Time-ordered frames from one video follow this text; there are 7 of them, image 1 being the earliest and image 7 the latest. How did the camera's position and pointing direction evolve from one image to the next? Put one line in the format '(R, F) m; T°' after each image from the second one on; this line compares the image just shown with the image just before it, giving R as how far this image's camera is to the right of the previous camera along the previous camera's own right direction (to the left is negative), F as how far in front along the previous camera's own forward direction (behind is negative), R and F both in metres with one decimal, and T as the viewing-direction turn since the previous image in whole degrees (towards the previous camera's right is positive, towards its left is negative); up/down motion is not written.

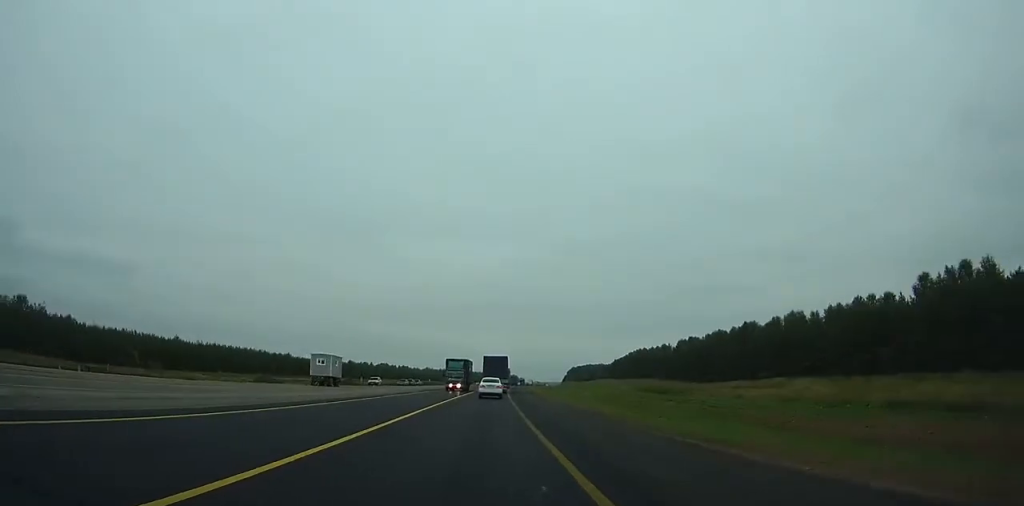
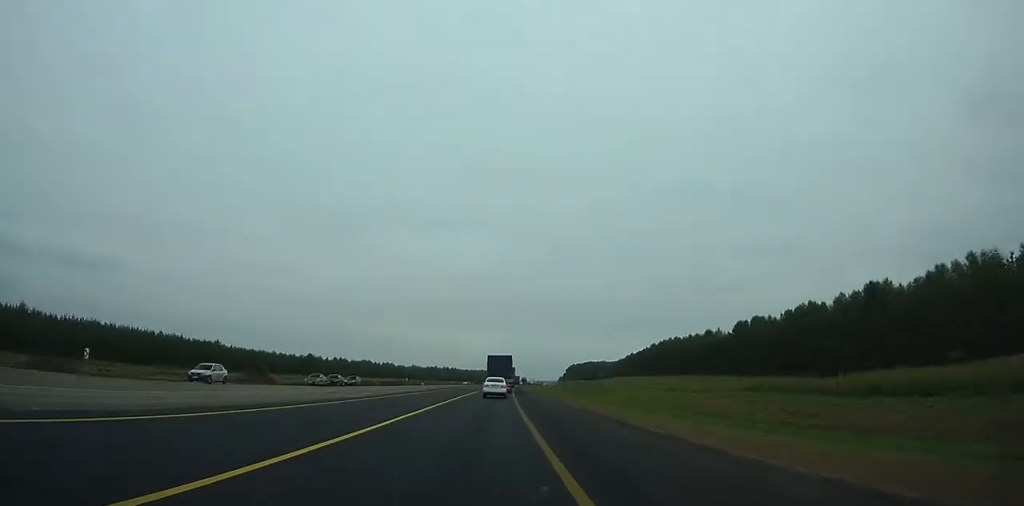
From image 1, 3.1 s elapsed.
(+0.9, +59.3) m; +2°
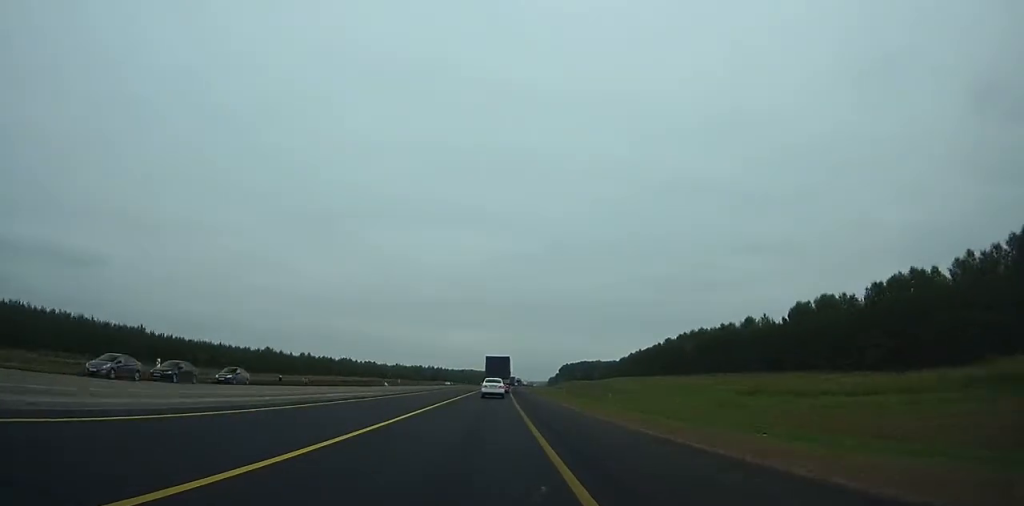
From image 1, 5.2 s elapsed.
(+0.3, +38.9) m; +1°
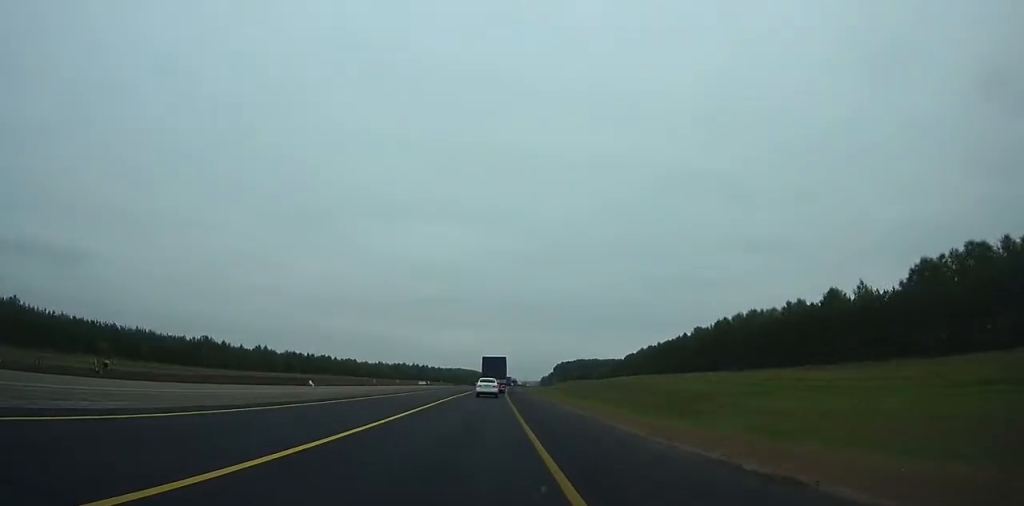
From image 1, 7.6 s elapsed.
(+0.3, +43.4) m; +1°
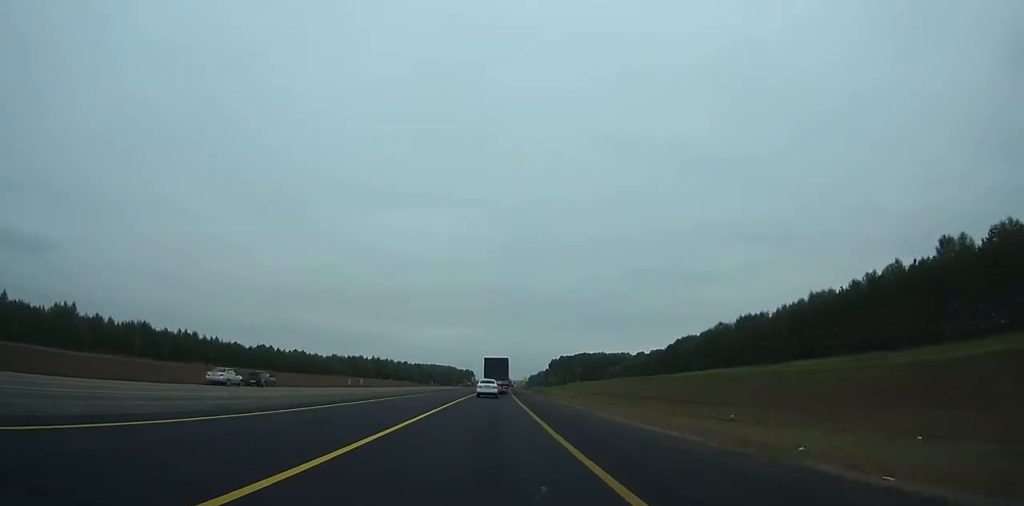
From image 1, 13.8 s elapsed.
(+1.5, +110.7) m; +2°
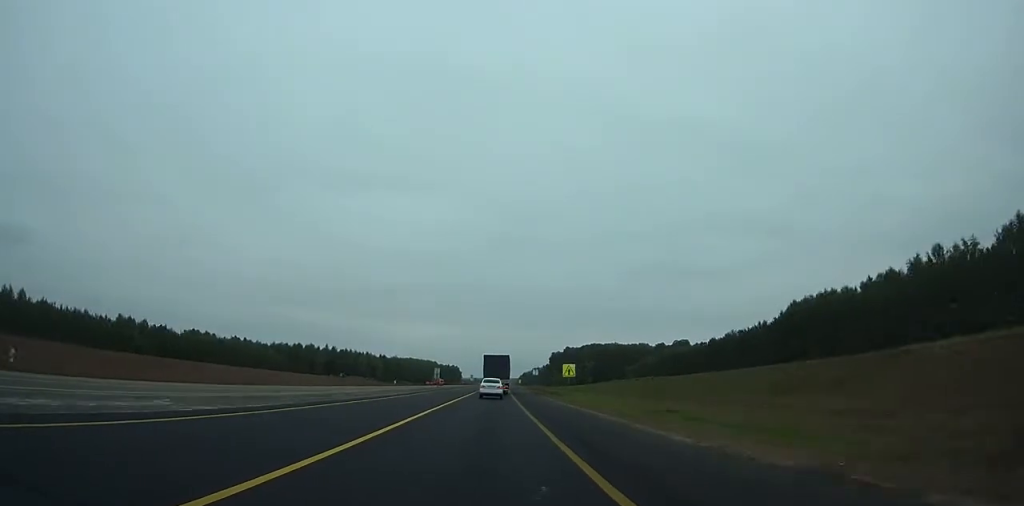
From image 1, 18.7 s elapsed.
(+1.4, +89.3) m; +1°
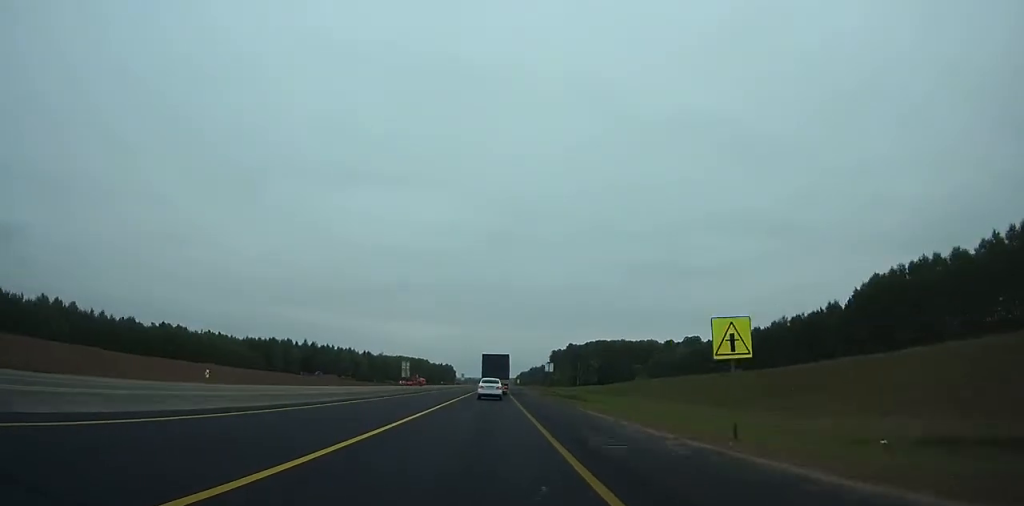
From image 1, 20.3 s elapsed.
(+0.1, +29.6) m; 0°
